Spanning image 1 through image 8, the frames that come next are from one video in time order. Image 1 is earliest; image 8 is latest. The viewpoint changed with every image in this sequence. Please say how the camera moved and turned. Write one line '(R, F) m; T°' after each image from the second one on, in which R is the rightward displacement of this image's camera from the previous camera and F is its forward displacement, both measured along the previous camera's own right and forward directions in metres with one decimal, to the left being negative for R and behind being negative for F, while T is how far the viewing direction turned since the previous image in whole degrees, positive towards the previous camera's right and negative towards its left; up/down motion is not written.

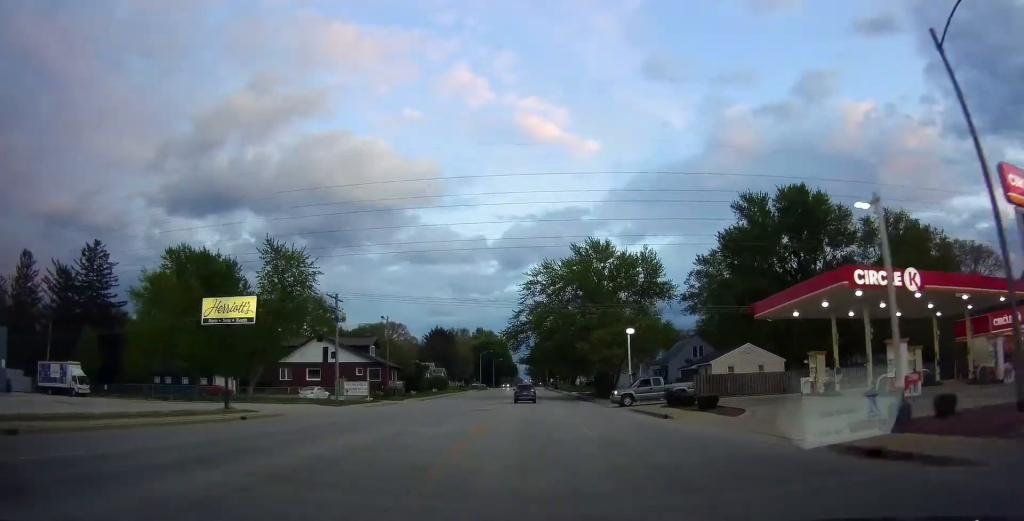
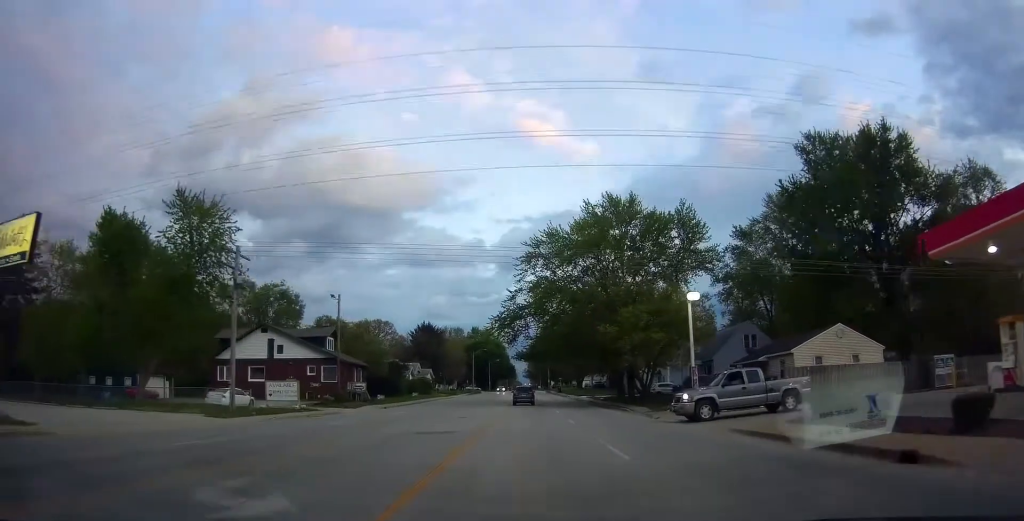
(0.0, +17.4) m; -1°
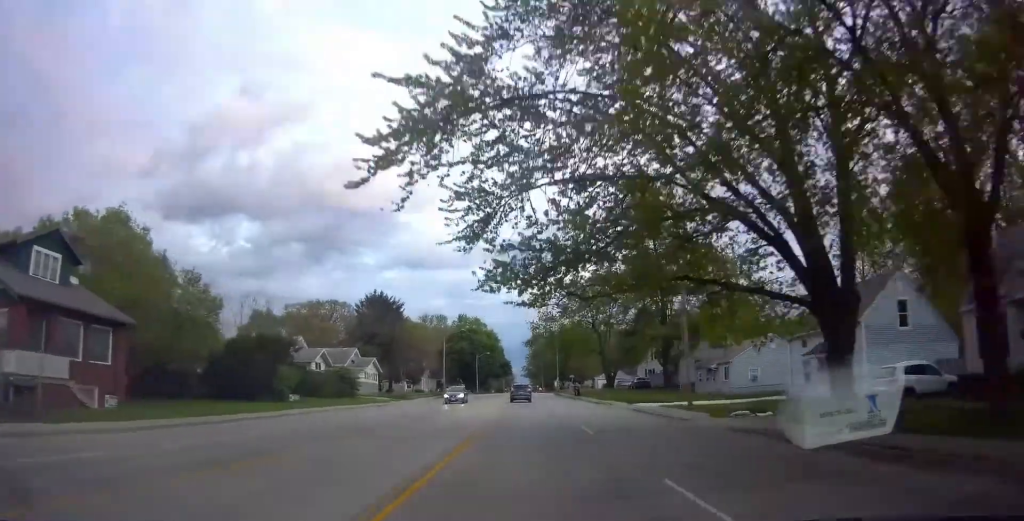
(-0.1, +42.9) m; +1°
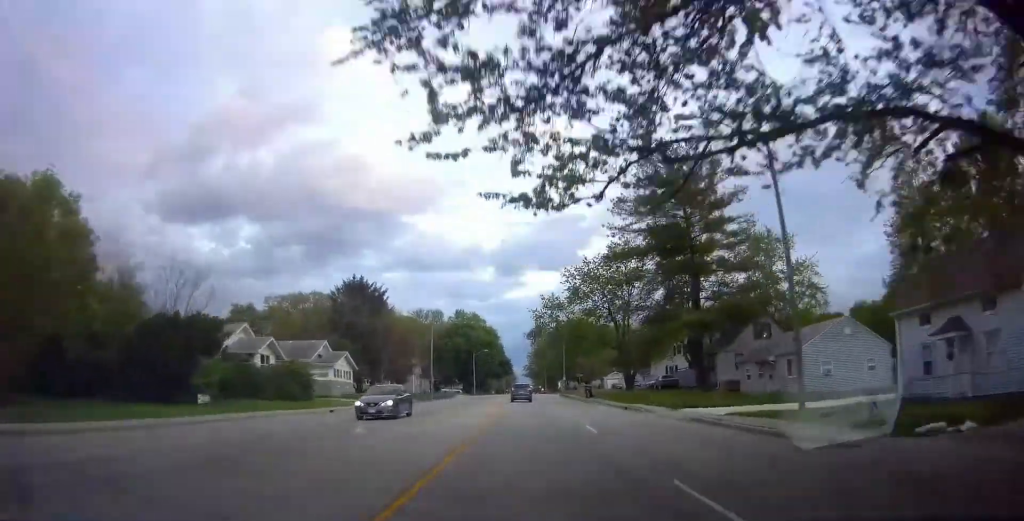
(0.0, +12.2) m; 0°
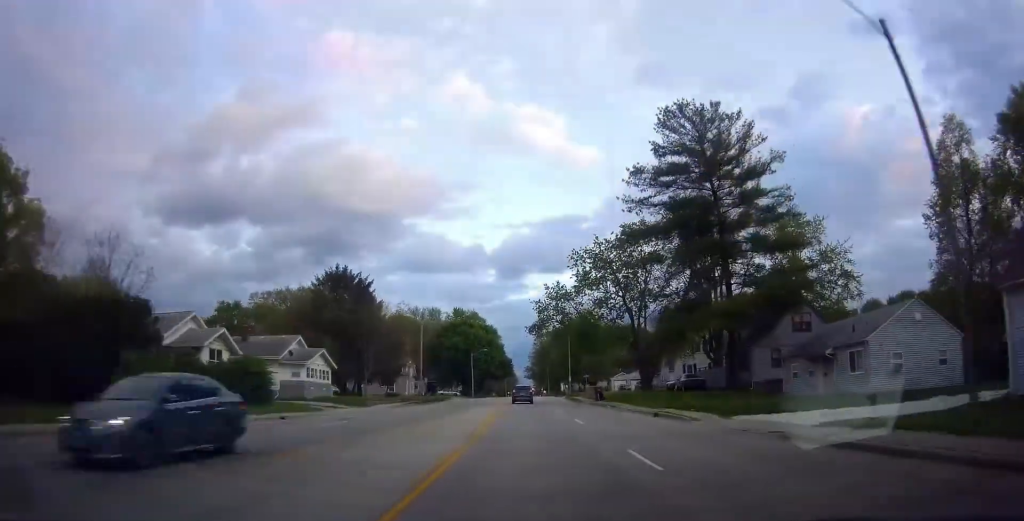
(0.0, +7.5) m; 0°
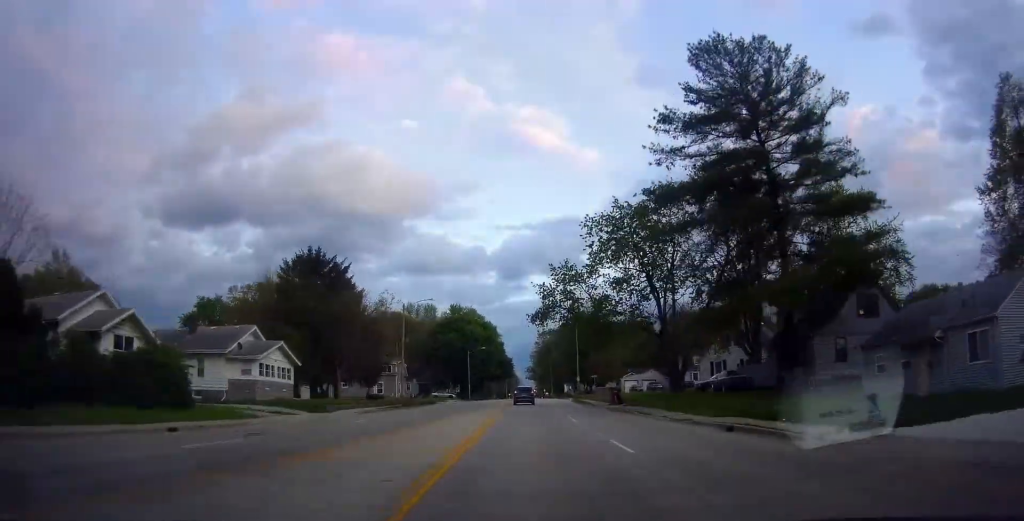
(0.0, +10.4) m; 0°
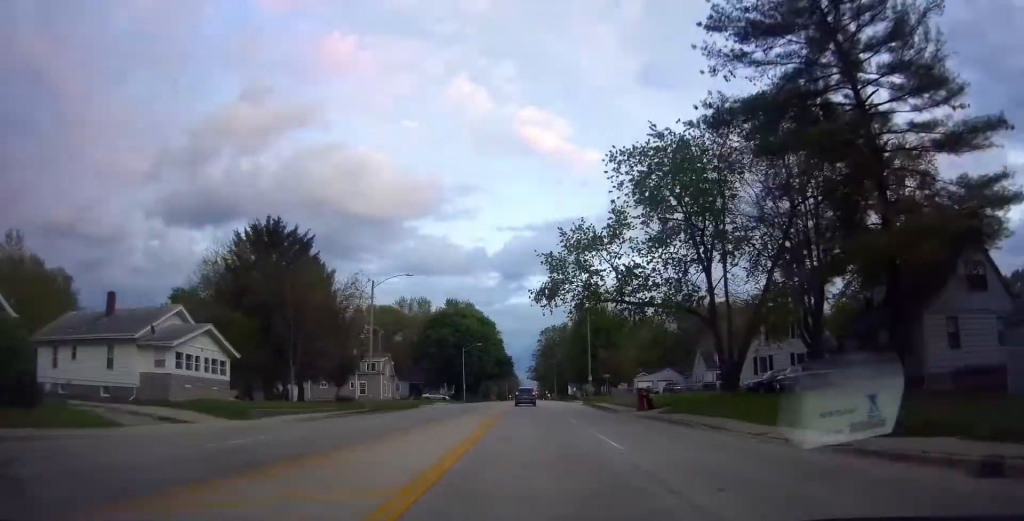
(0.0, +11.5) m; 0°
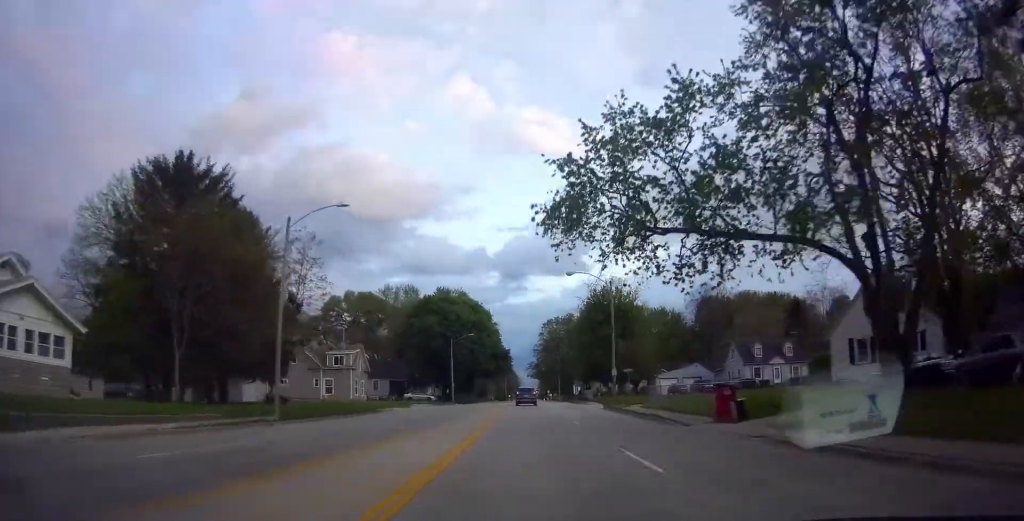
(0.0, +15.5) m; -1°
